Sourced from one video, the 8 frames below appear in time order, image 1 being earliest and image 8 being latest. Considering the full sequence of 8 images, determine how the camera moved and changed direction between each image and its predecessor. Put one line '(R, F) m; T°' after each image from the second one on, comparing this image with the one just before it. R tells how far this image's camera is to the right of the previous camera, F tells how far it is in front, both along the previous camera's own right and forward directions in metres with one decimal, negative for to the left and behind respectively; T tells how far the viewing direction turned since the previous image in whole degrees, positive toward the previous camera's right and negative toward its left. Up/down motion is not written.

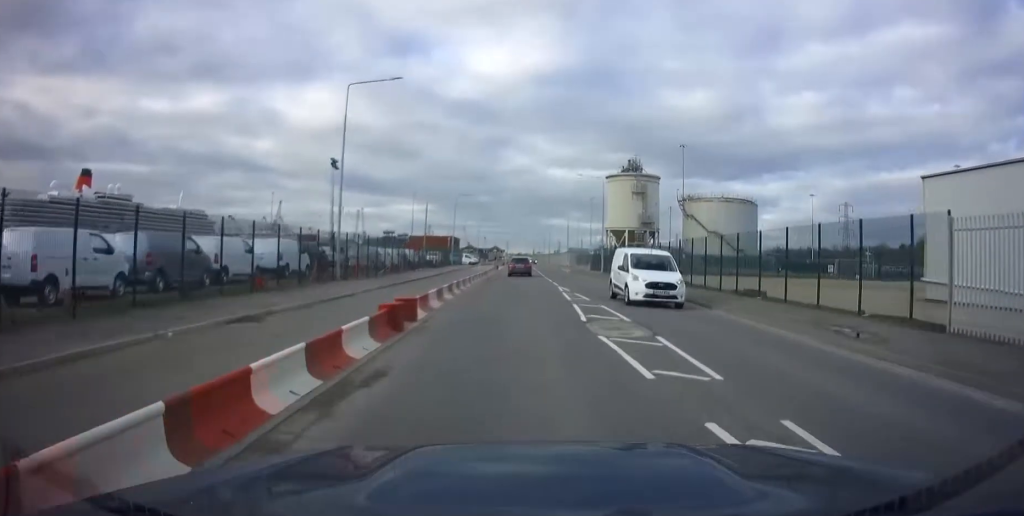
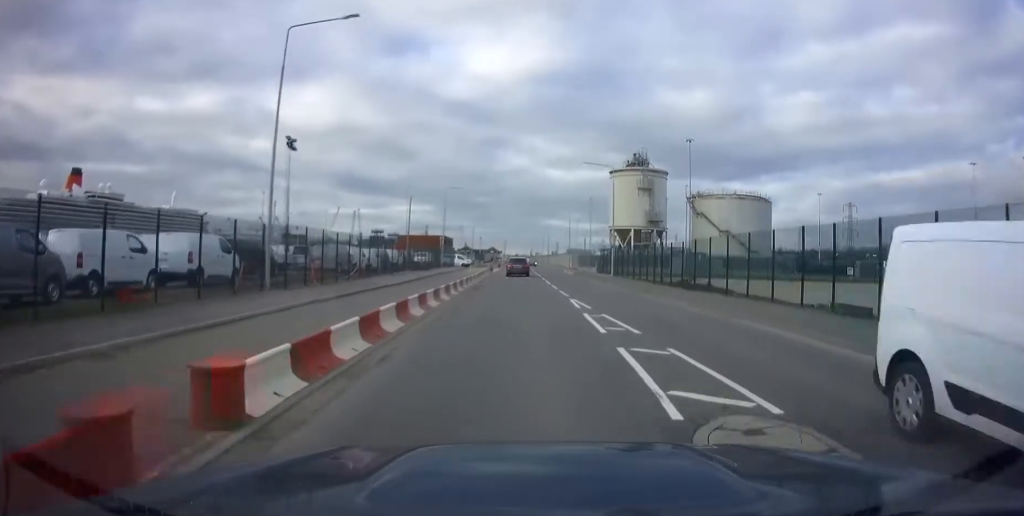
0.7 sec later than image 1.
(+0.1, +8.0) m; -1°
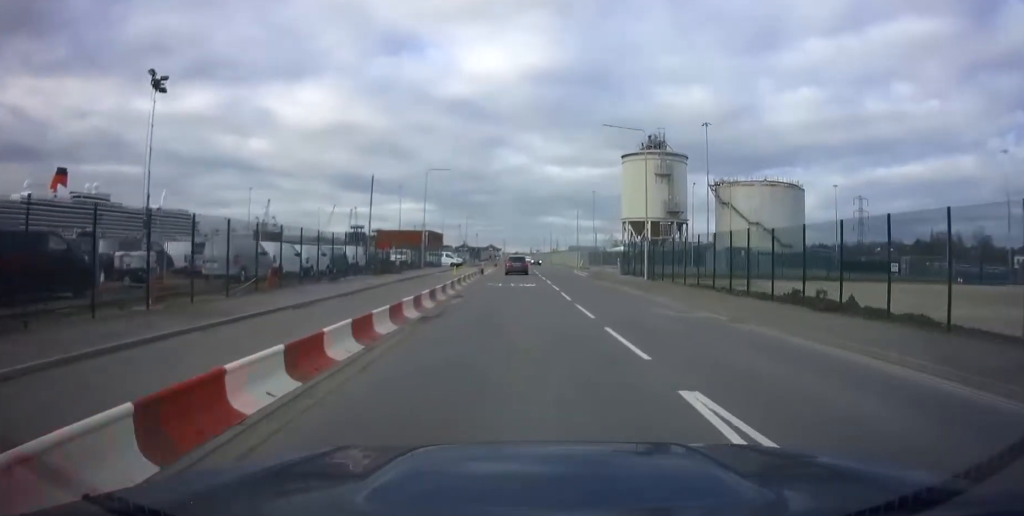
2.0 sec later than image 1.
(-0.3, +15.0) m; 0°
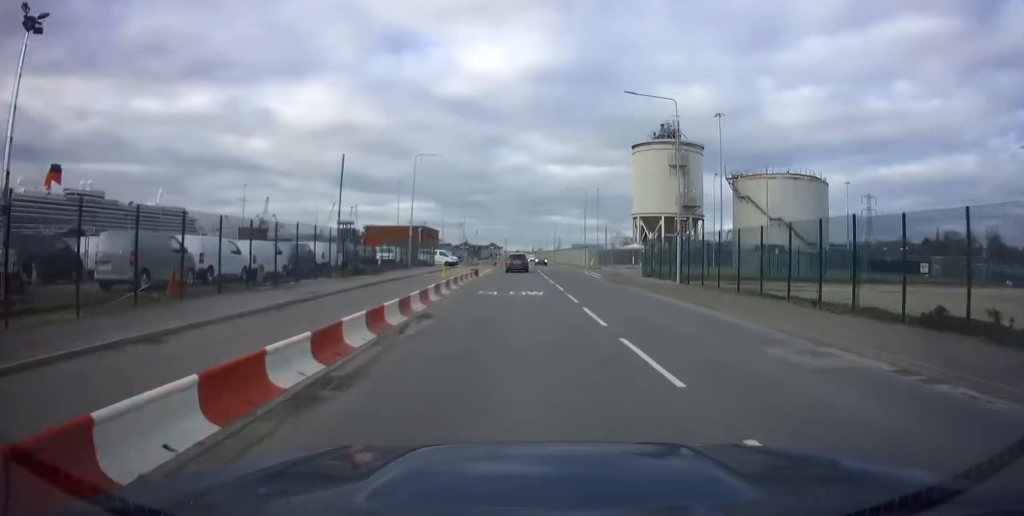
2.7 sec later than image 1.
(+0.1, +7.8) m; +1°
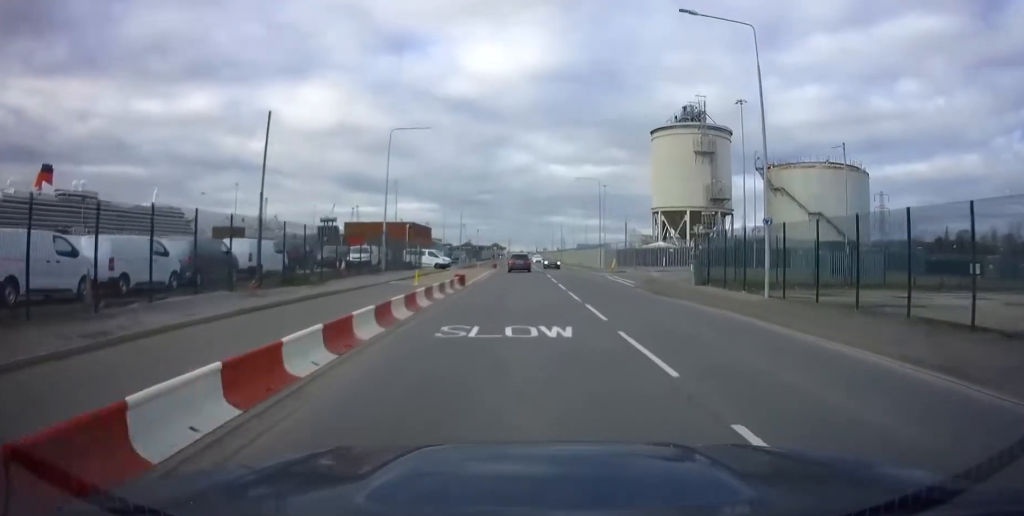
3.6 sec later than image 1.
(0.0, +11.3) m; 0°
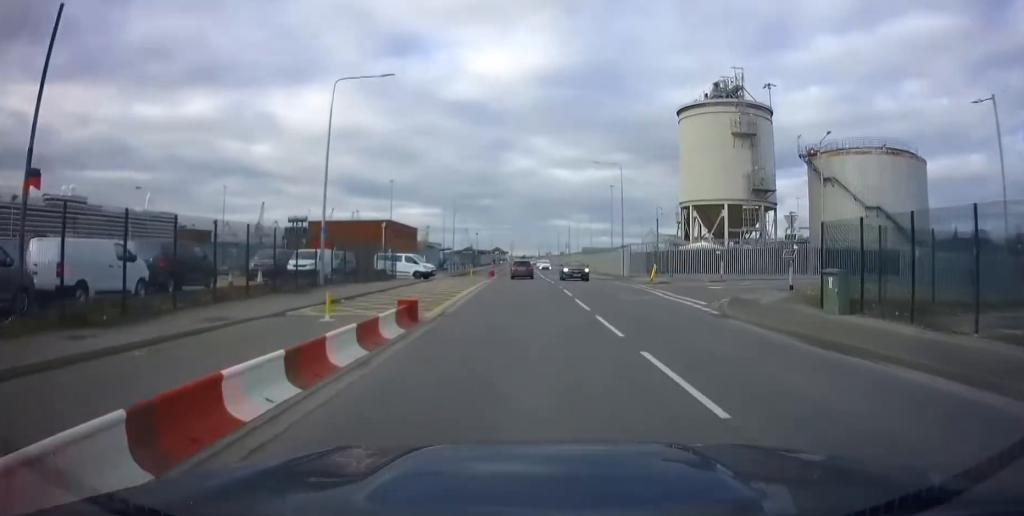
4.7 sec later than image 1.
(0.0, +13.1) m; +2°
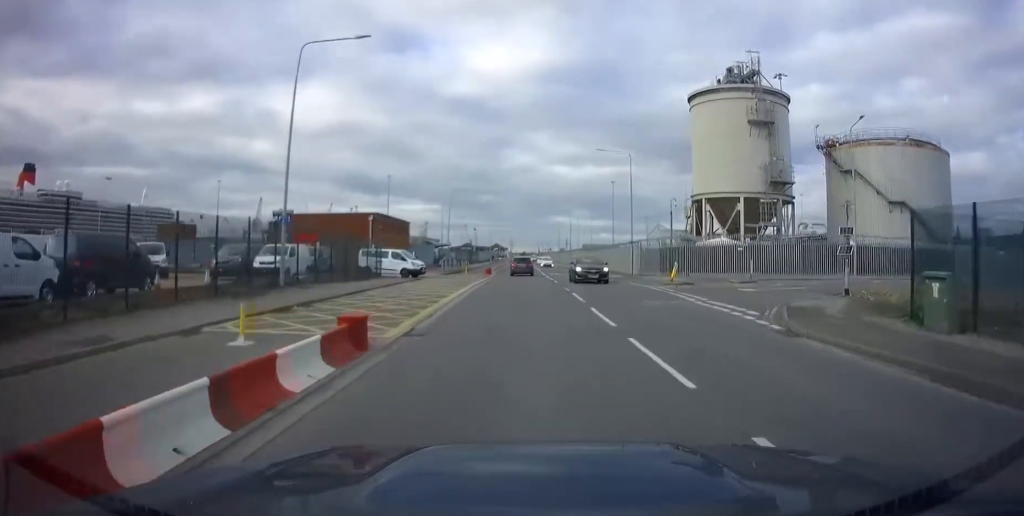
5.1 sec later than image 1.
(+0.1, +4.8) m; 0°
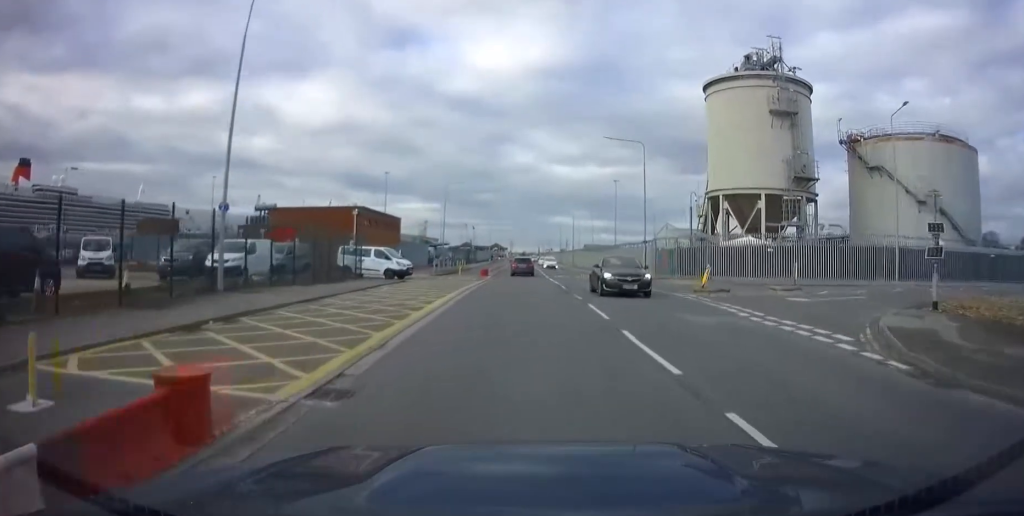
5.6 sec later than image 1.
(+0.2, +5.6) m; 0°
